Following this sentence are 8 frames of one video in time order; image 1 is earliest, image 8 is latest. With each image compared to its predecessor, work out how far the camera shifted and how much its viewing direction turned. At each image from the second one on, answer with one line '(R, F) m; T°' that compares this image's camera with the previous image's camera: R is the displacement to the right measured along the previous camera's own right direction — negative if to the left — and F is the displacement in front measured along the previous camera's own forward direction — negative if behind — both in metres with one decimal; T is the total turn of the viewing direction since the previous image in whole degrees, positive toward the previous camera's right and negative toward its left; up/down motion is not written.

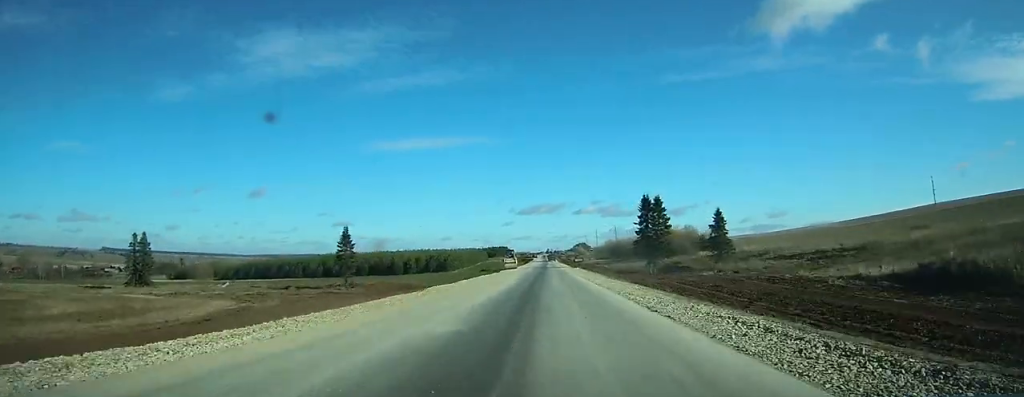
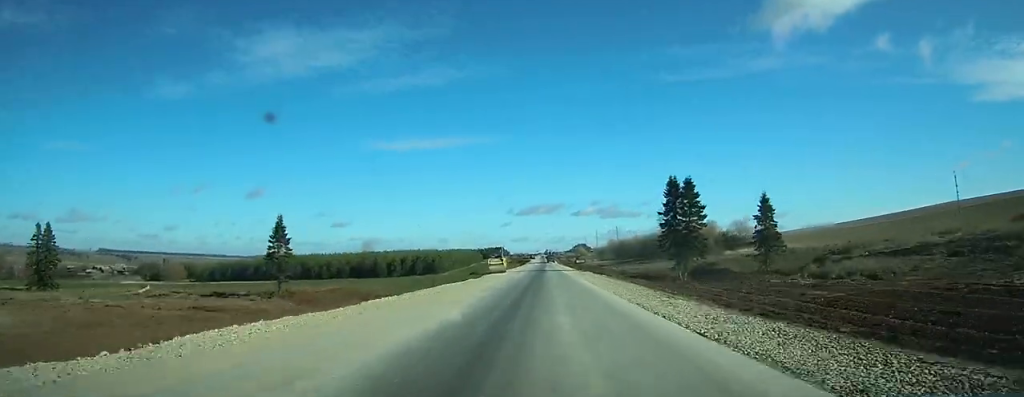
(0.0, +20.1) m; 0°
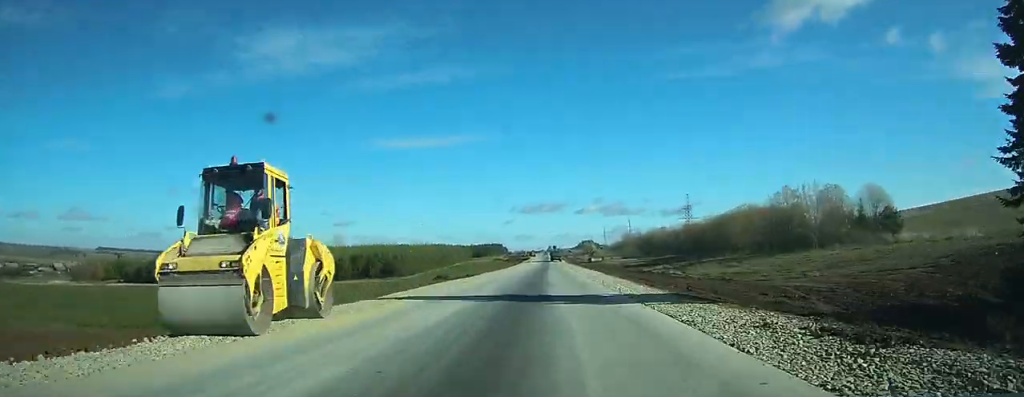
(-0.2, +54.0) m; -1°
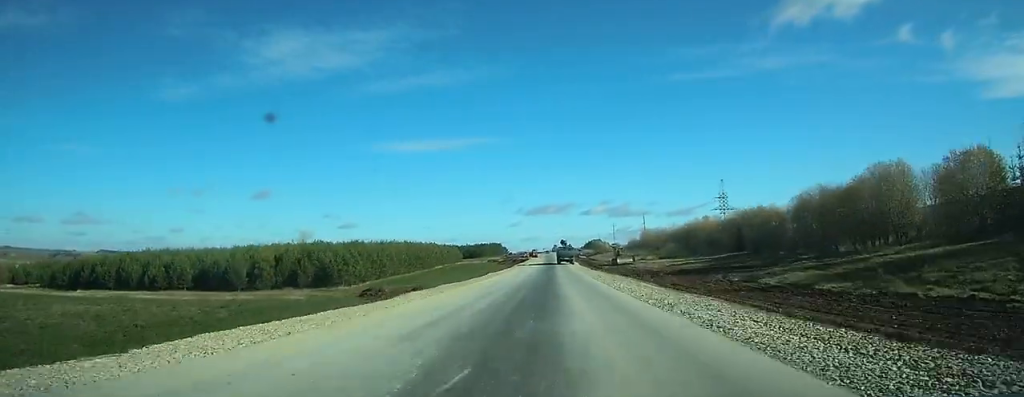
(-0.2, +50.0) m; 0°
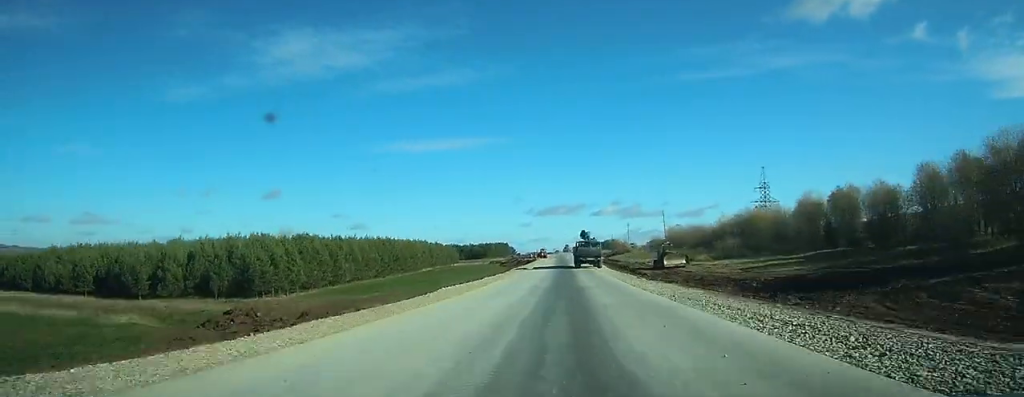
(+0.1, +33.9) m; 0°
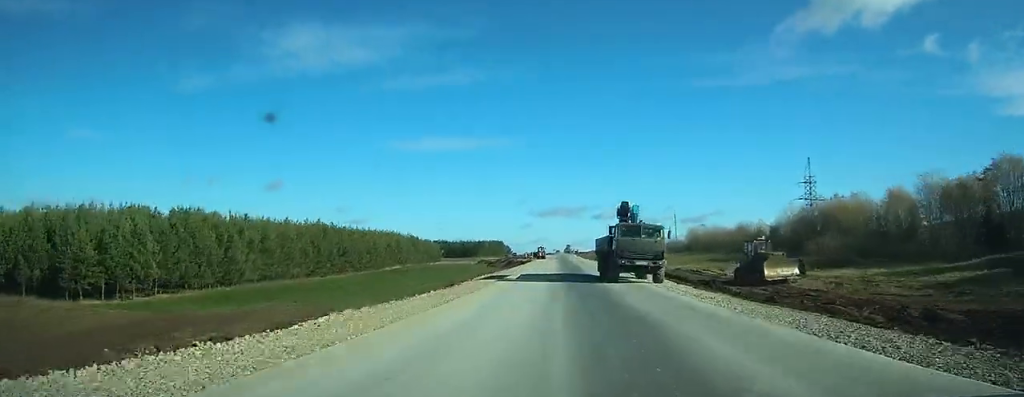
(-0.2, +32.6) m; 0°
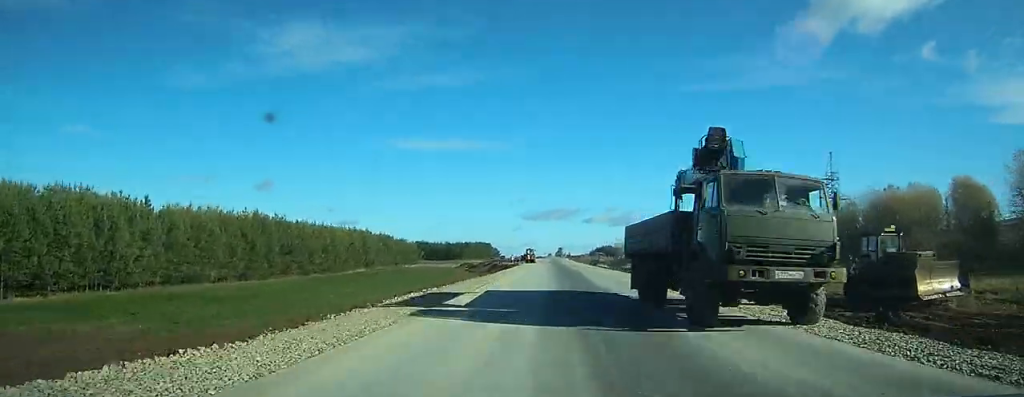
(0.0, +17.6) m; 0°
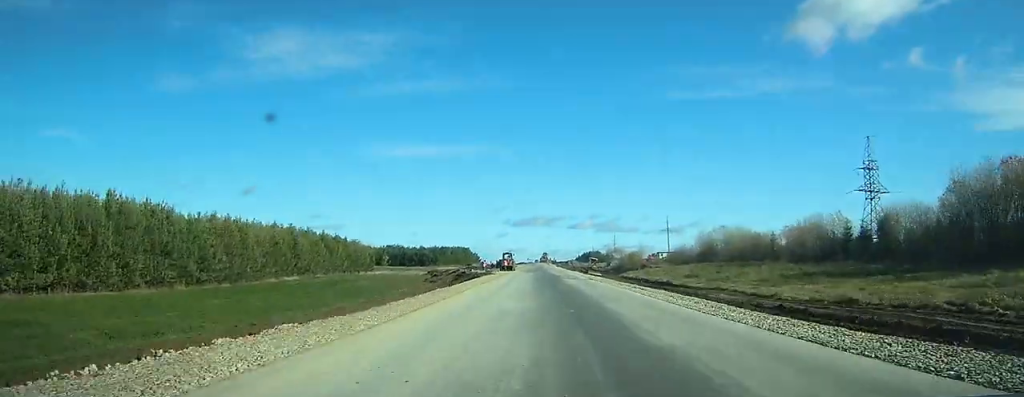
(+0.2, +24.4) m; +1°
